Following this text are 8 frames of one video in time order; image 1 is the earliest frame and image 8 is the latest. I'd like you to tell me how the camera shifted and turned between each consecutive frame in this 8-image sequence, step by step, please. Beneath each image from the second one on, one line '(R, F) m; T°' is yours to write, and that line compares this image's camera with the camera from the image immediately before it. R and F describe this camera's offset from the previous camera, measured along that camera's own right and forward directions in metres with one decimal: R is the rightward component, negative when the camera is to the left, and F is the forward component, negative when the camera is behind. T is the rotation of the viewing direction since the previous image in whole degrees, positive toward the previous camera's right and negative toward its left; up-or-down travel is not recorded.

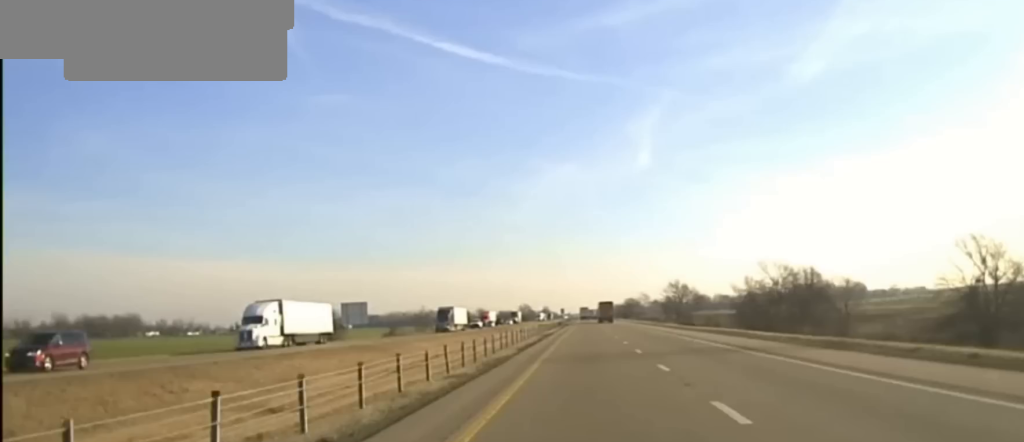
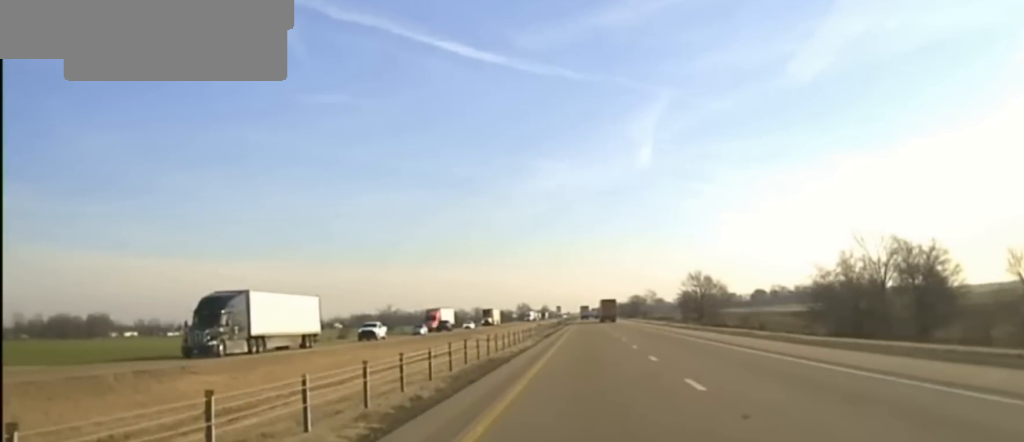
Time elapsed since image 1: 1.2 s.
(-0.2, +52.5) m; 0°
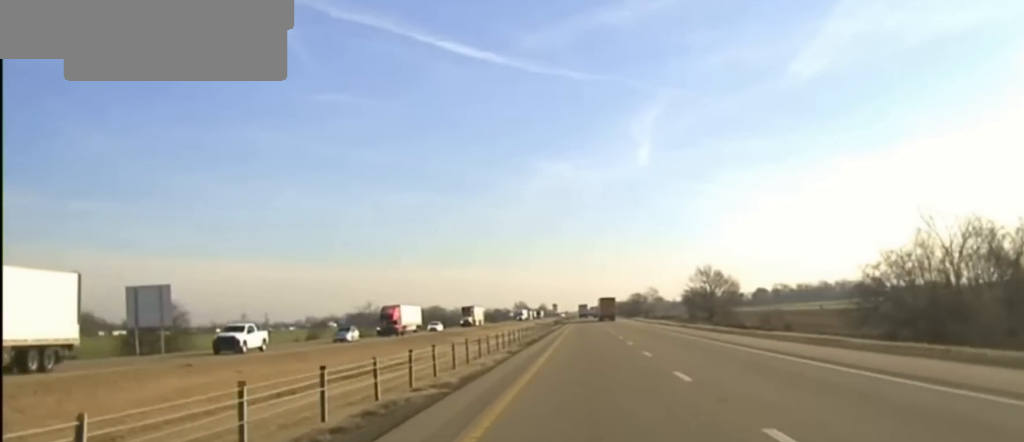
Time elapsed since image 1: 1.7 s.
(+0.1, +22.2) m; 0°
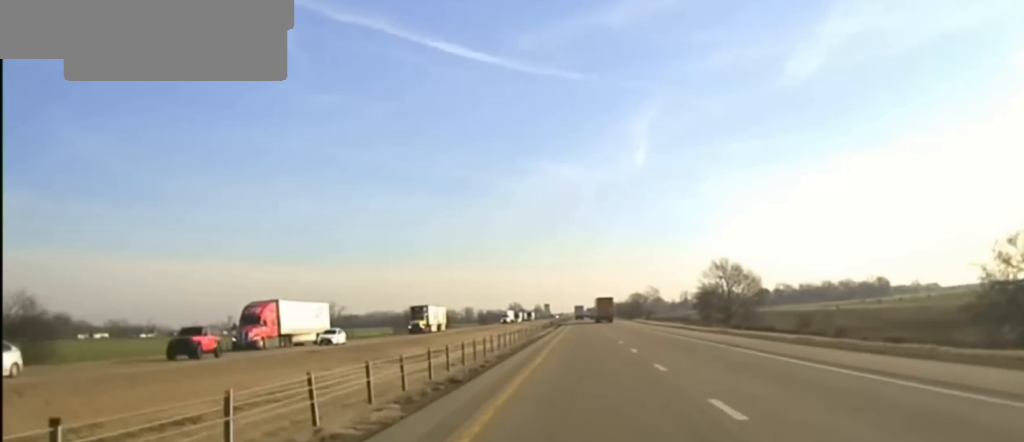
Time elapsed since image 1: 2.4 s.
(0.0, +30.6) m; 0°
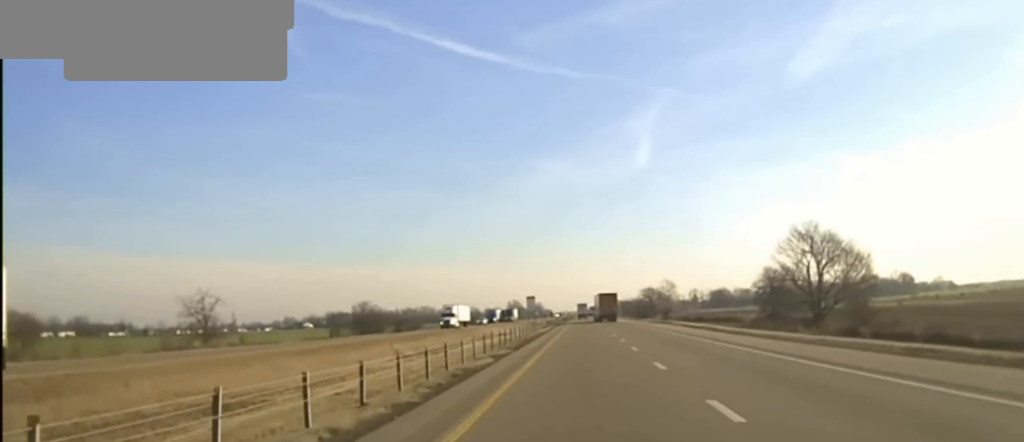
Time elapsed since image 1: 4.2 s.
(+0.2, +74.3) m; 0°
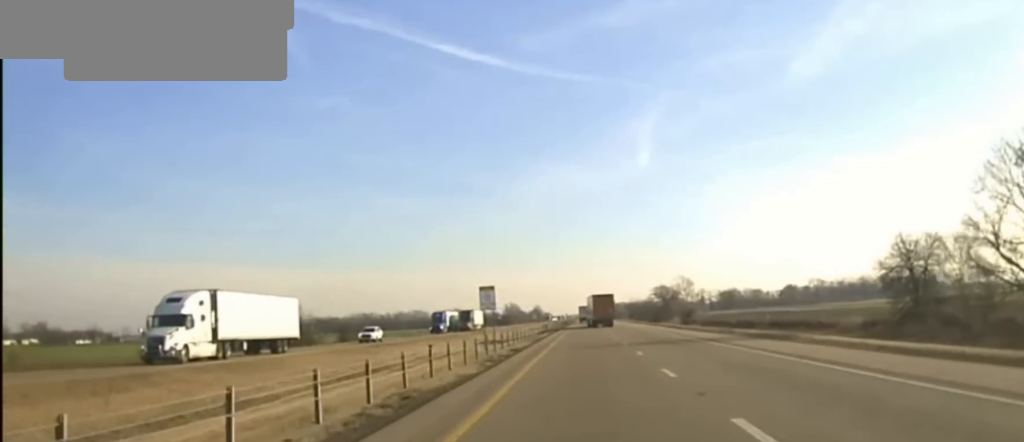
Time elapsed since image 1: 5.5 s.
(0.0, +58.5) m; 0°
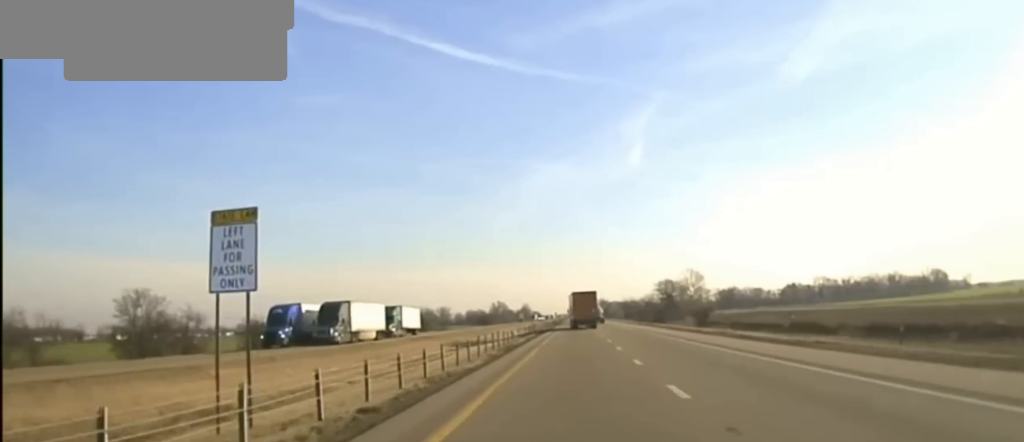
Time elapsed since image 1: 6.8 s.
(+0.1, +53.5) m; 0°
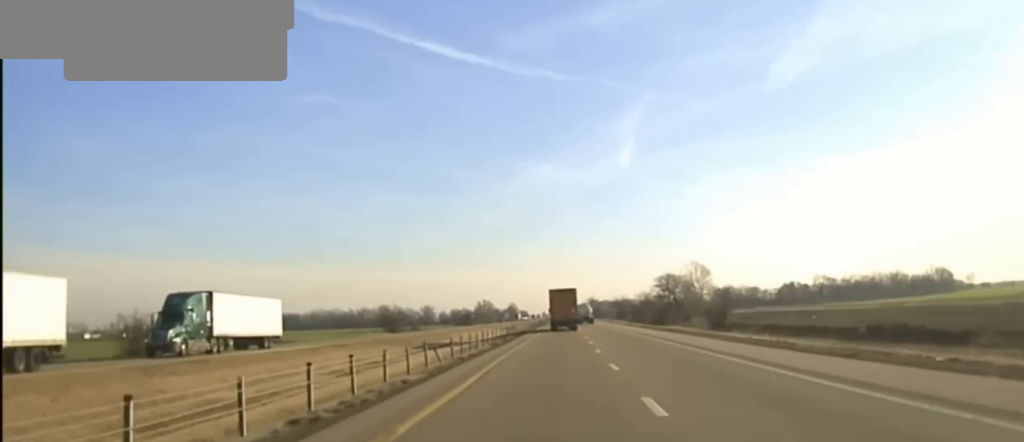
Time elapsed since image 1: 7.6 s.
(0.0, +36.1) m; 0°
